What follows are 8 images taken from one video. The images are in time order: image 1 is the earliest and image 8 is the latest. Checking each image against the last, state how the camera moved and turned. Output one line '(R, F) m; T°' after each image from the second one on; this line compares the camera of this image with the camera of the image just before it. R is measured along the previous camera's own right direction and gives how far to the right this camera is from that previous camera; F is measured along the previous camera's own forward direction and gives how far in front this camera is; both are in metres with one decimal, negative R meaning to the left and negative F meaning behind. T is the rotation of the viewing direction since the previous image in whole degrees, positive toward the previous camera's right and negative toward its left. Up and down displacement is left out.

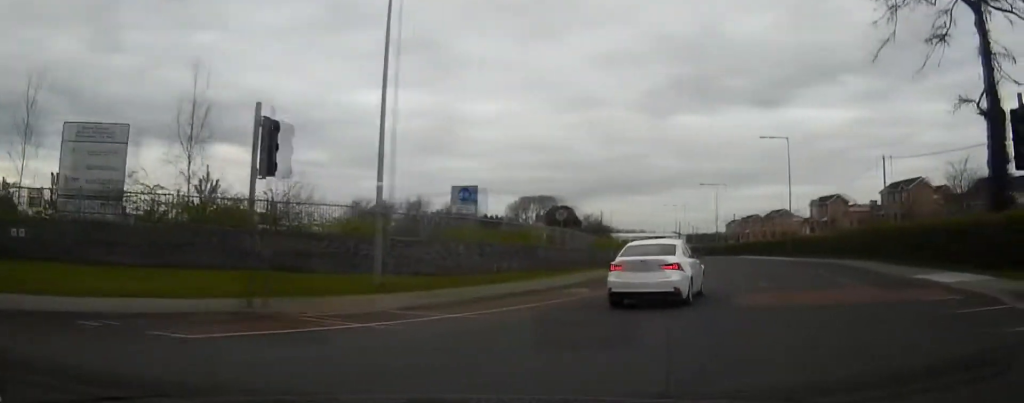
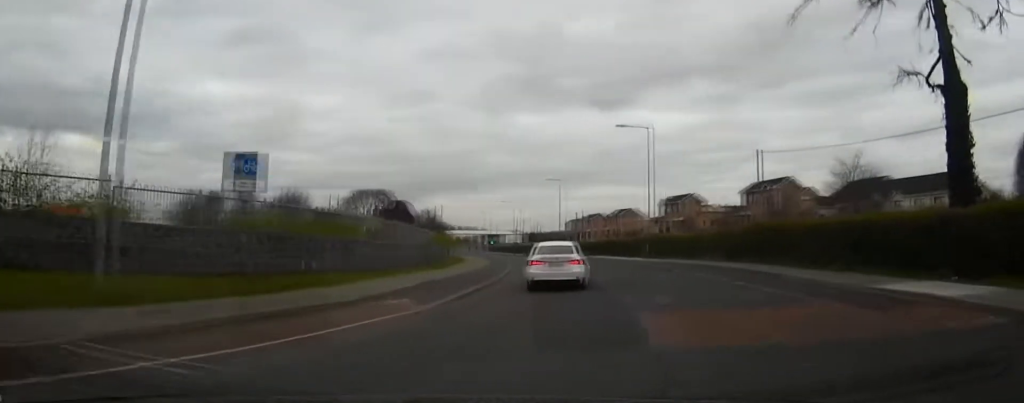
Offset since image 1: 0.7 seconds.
(+0.4, +5.0) m; +13°
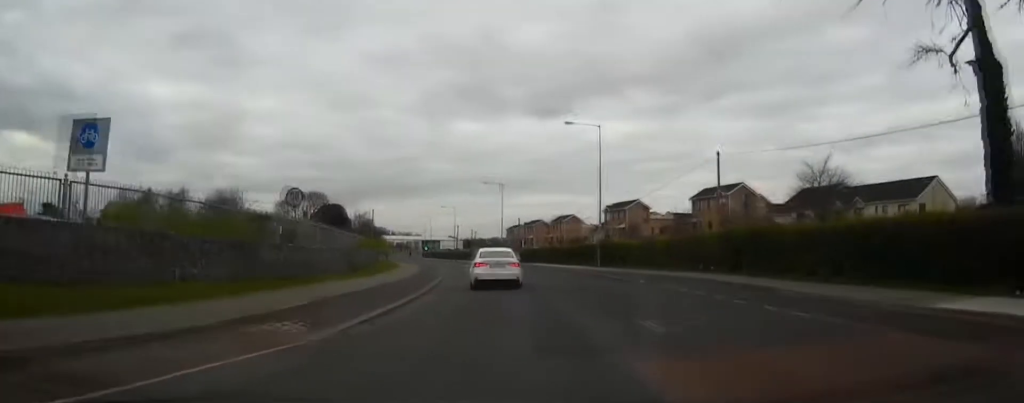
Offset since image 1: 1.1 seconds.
(+0.5, +4.1) m; +5°
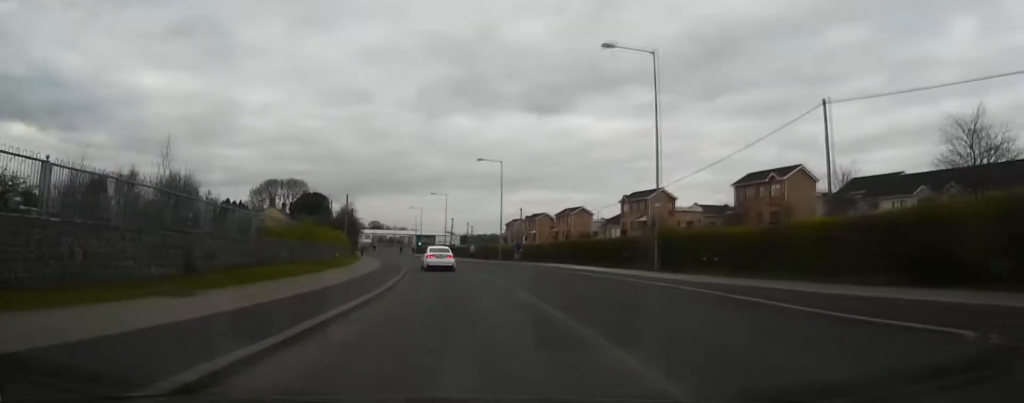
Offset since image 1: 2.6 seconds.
(+2.0, +16.9) m; +7°
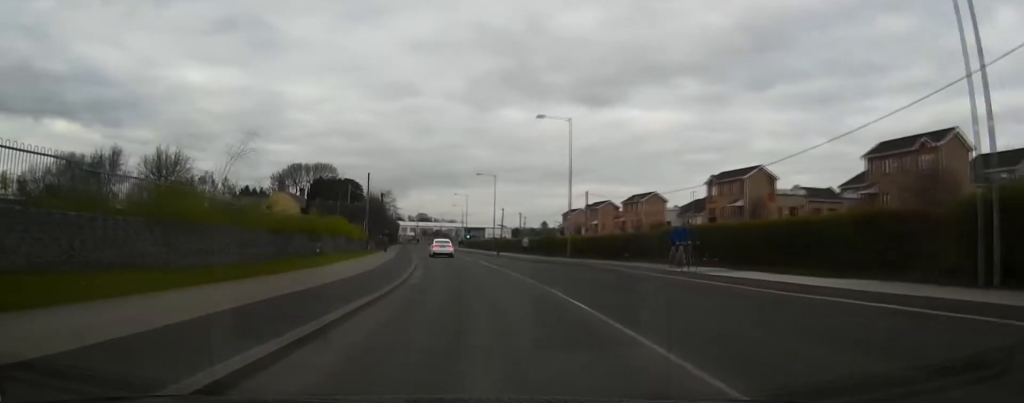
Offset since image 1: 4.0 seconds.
(-0.7, +19.0) m; -5°
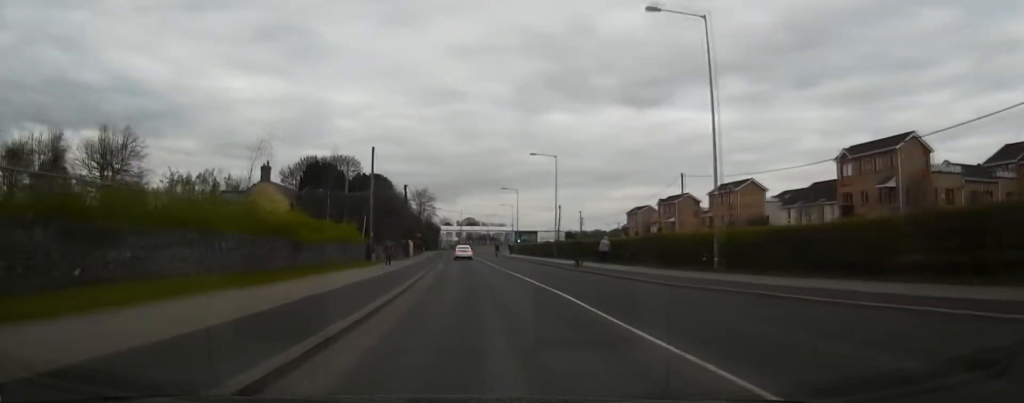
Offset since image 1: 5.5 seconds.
(-1.3, +23.3) m; -6°
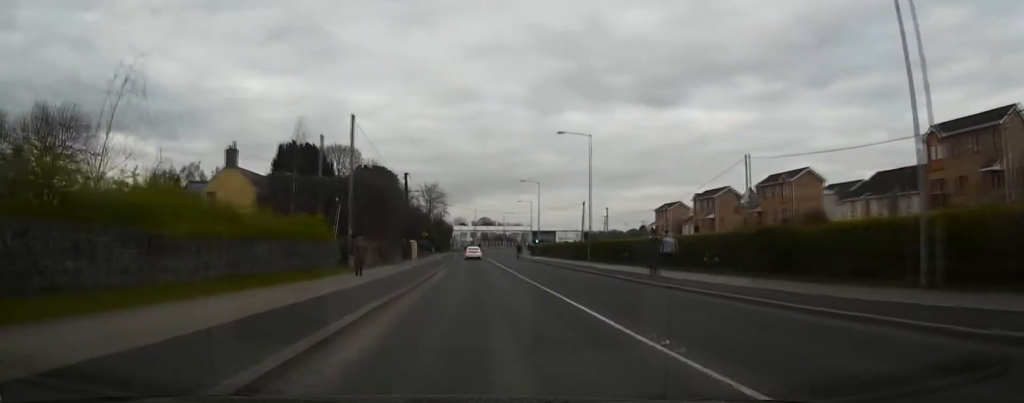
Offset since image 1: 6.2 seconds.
(-0.3, +12.3) m; -2°
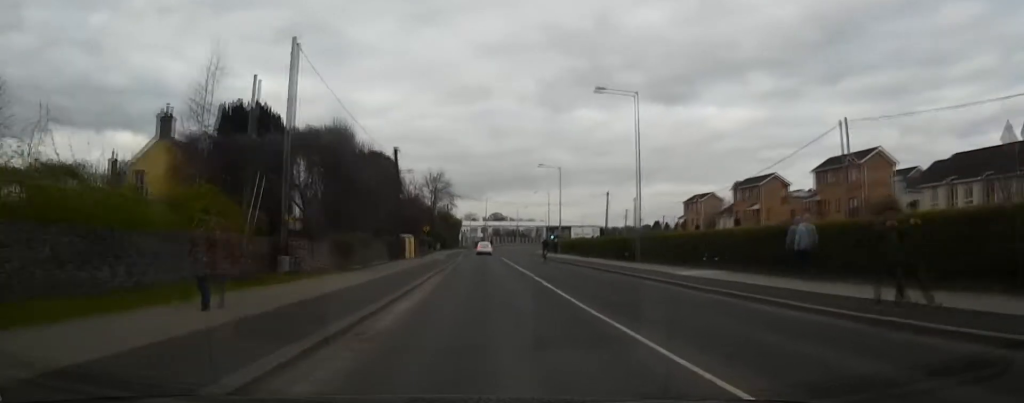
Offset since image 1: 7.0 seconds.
(-0.2, +12.8) m; -1°
